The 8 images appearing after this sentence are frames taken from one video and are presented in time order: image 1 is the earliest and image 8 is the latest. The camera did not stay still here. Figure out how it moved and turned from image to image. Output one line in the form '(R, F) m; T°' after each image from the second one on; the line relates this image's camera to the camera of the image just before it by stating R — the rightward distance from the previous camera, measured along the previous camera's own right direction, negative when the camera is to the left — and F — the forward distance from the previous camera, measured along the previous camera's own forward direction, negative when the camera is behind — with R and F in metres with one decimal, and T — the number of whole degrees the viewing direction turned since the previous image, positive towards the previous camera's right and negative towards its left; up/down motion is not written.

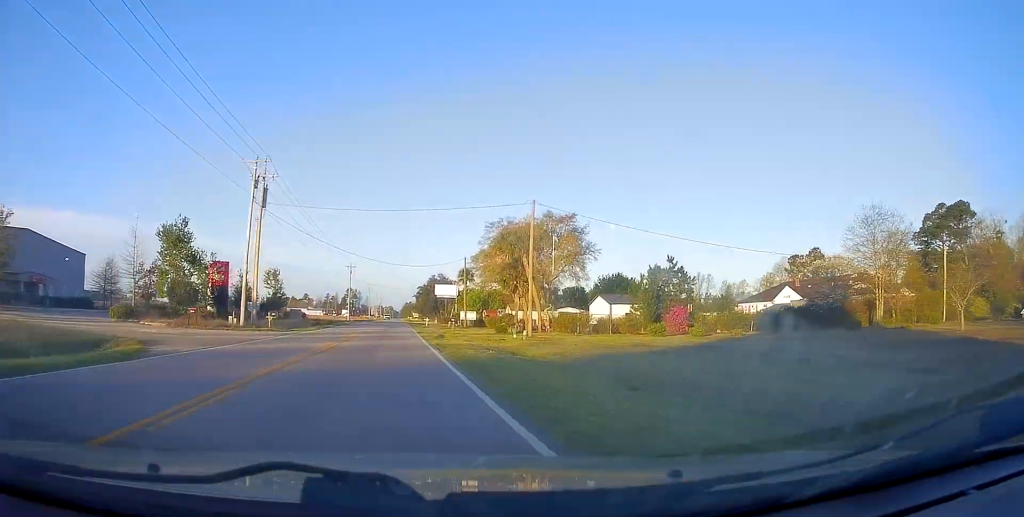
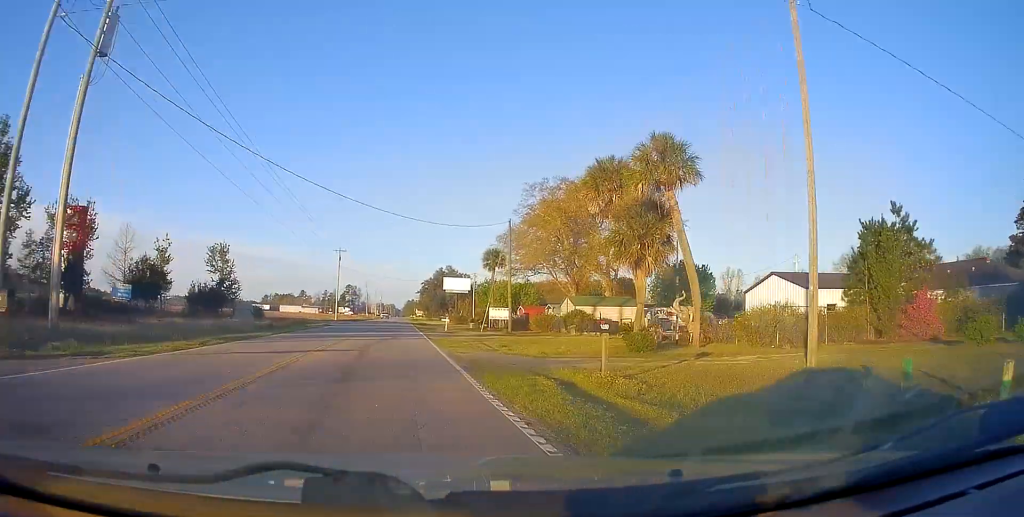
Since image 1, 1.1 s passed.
(+0.3, +28.5) m; 0°
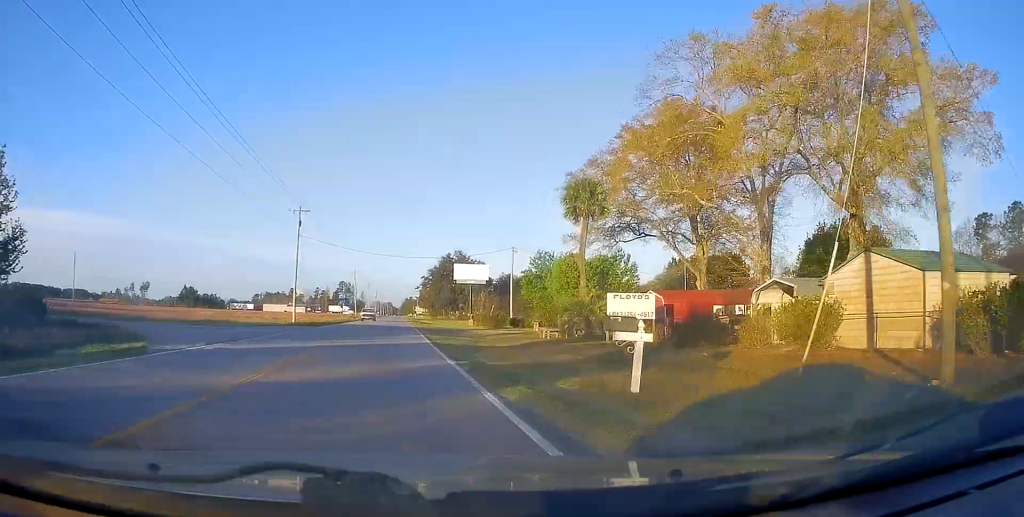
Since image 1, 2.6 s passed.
(-0.5, +38.4) m; -1°
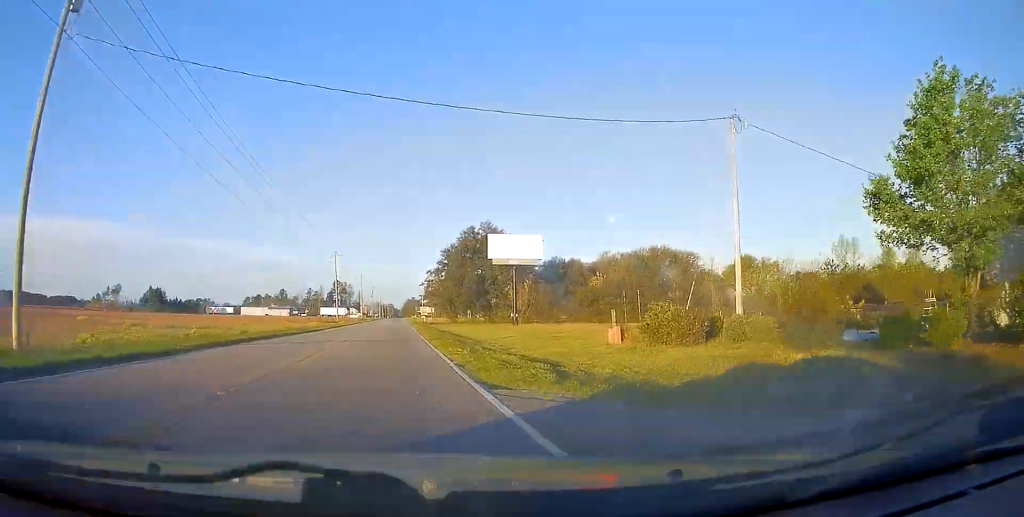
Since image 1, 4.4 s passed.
(+1.2, +46.9) m; +1°
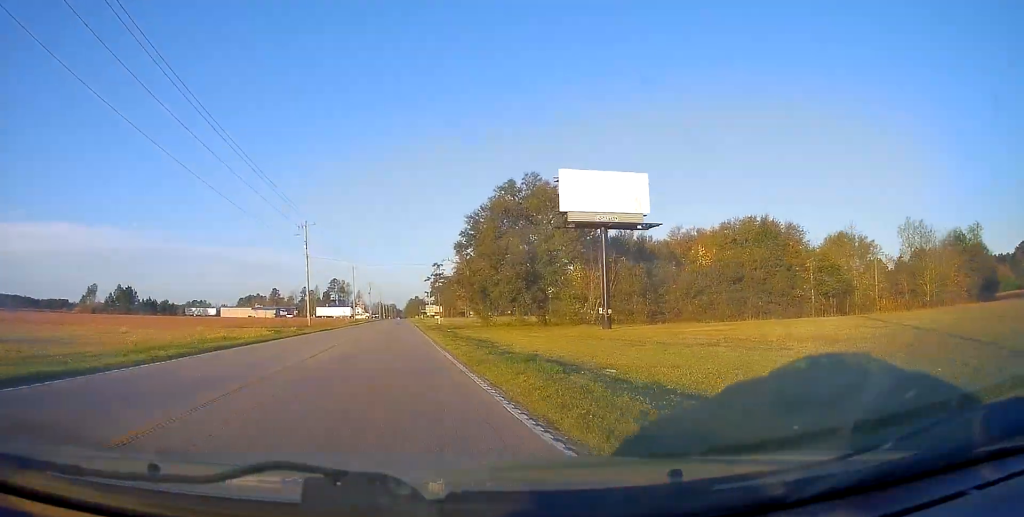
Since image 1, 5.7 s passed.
(-0.3, +34.4) m; -1°
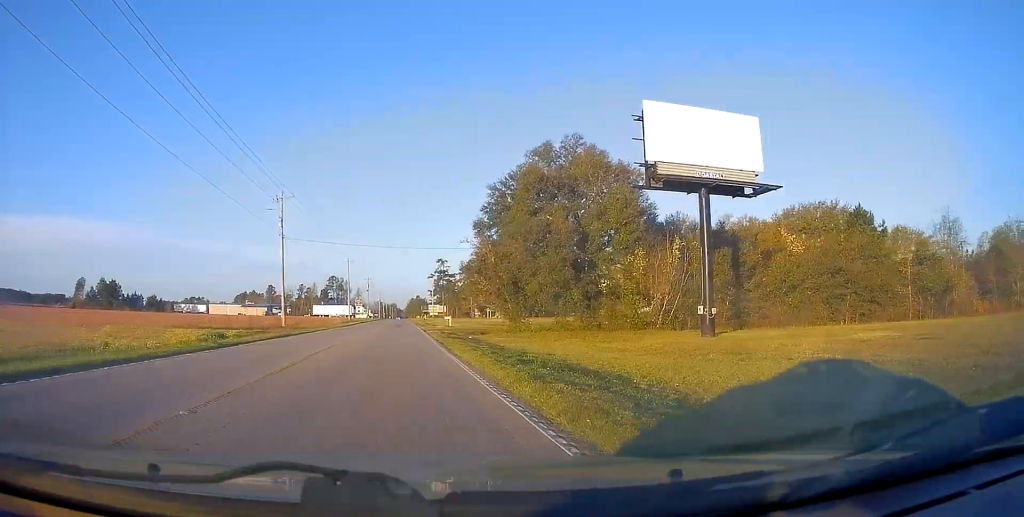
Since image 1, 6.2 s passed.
(0.0, +15.5) m; -1°
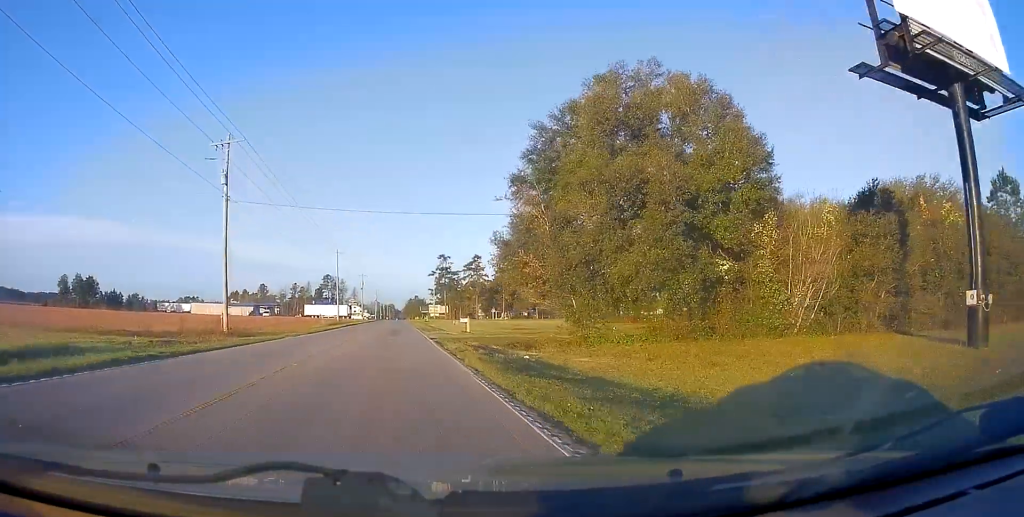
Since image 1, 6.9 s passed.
(-0.1, +17.3) m; 0°
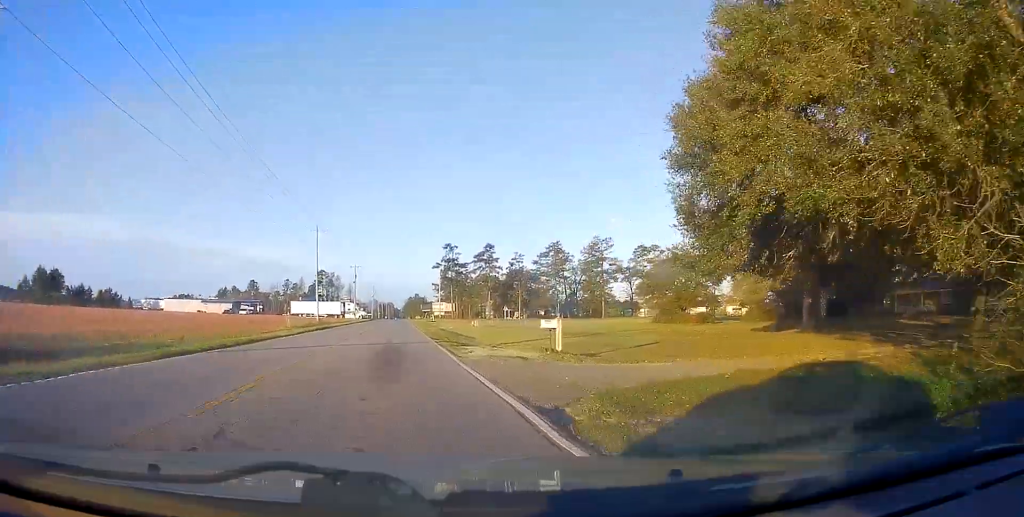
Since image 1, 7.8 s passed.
(-0.1, +24.1) m; +1°
